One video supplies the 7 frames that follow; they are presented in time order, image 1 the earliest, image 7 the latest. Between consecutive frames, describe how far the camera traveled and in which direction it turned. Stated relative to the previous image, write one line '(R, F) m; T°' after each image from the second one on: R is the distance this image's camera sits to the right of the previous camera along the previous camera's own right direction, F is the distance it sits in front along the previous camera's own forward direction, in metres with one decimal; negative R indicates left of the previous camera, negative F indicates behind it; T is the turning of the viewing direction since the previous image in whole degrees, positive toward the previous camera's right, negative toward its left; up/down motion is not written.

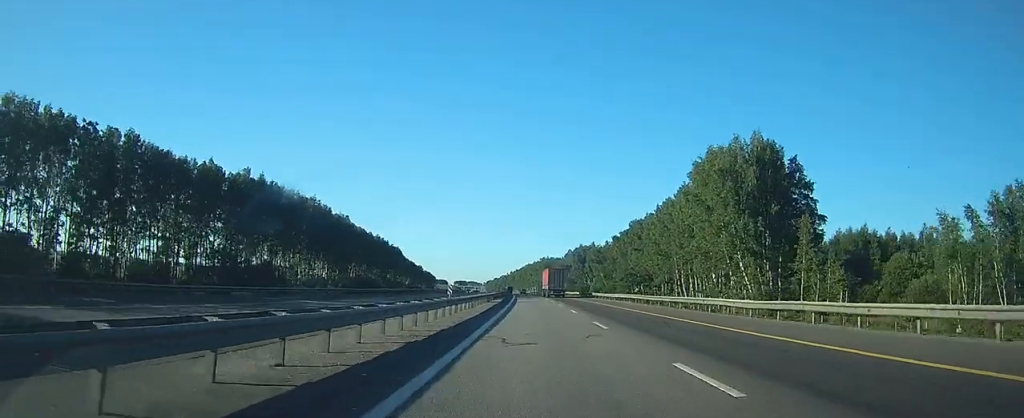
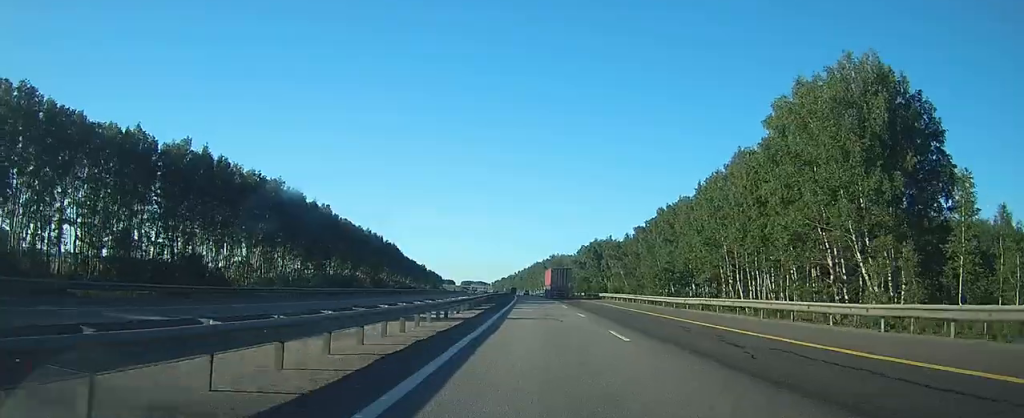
(-0.2, +28.4) m; -1°
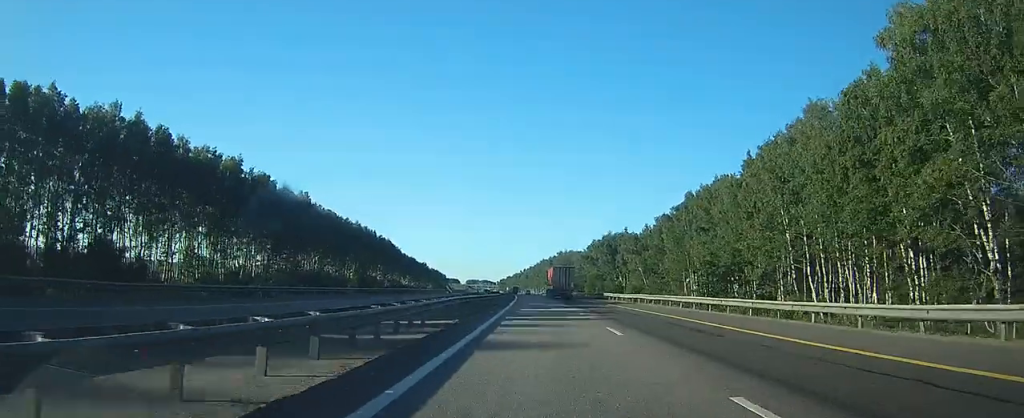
(-0.1, +22.8) m; -1°
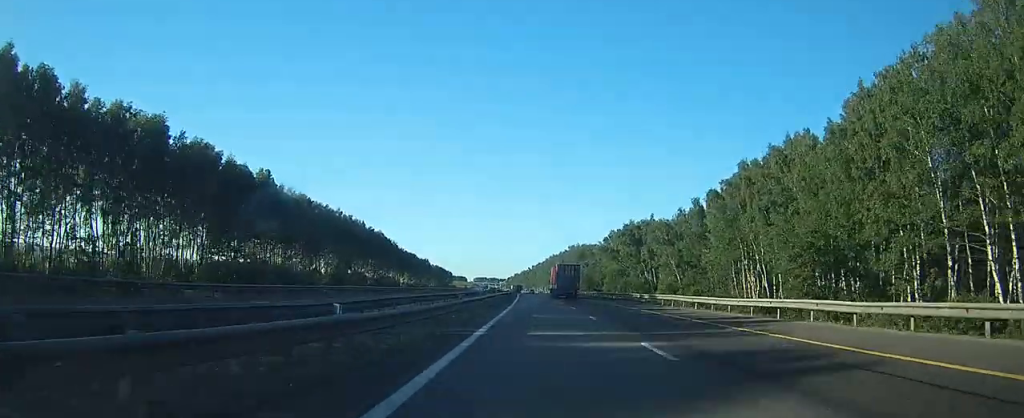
(-0.3, +29.5) m; -1°
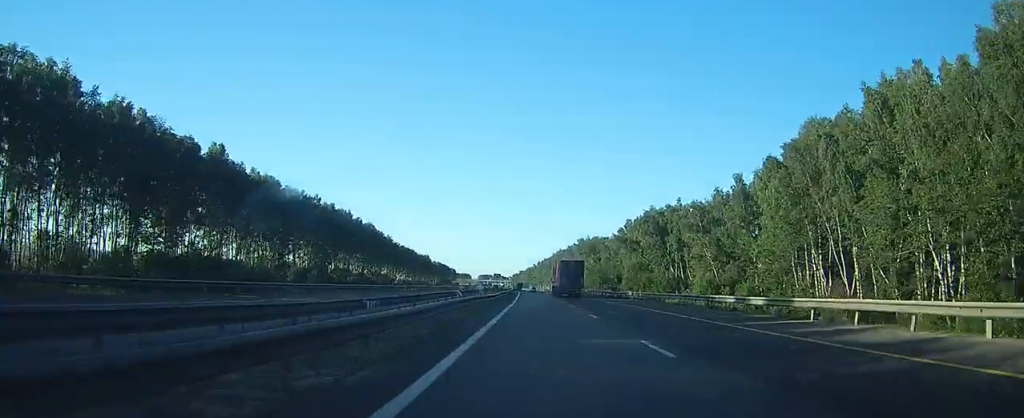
(-0.2, +23.9) m; -1°
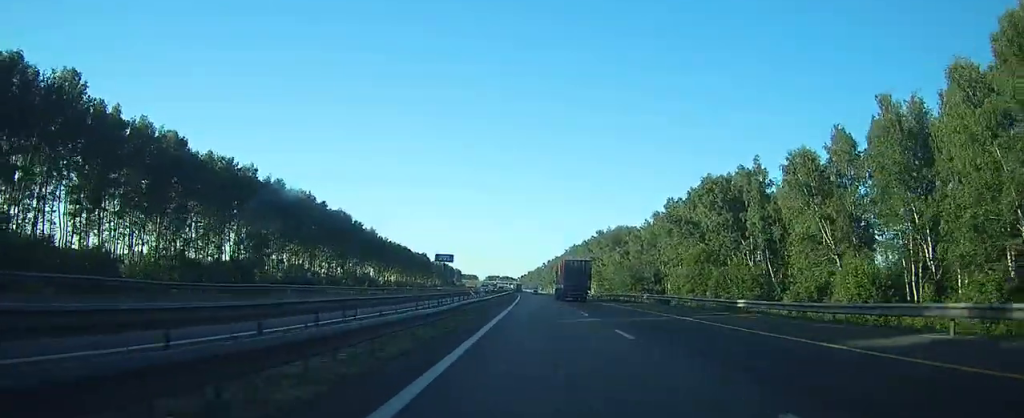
(-0.3, +44.0) m; -1°
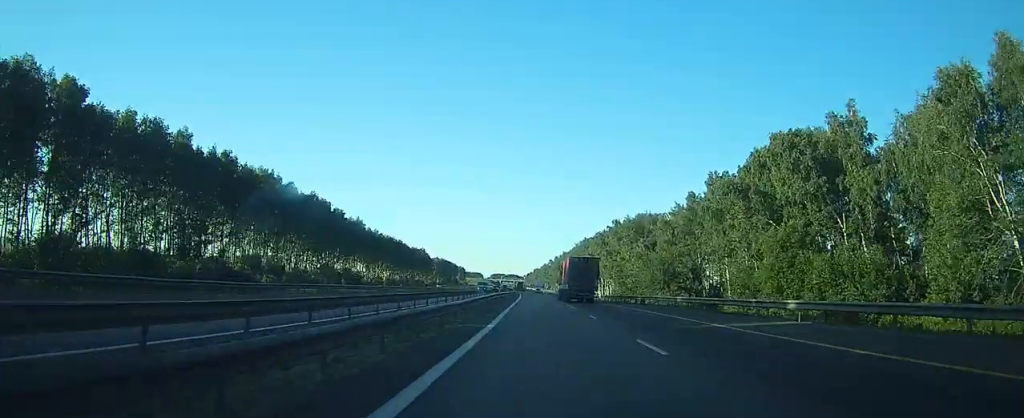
(-0.1, +27.7) m; -1°
